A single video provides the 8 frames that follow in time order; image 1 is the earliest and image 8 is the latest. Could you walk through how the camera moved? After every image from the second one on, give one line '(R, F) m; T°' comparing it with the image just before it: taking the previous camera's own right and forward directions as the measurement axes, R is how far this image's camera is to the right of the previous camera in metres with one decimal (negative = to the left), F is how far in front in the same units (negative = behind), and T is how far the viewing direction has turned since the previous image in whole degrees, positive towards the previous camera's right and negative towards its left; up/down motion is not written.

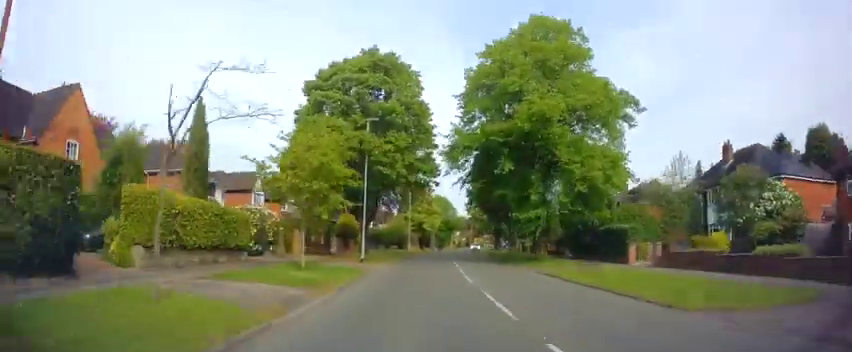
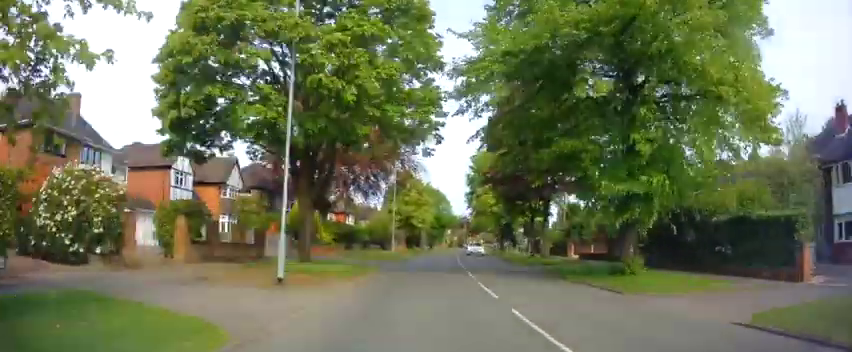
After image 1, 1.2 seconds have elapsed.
(+0.3, +14.7) m; +2°
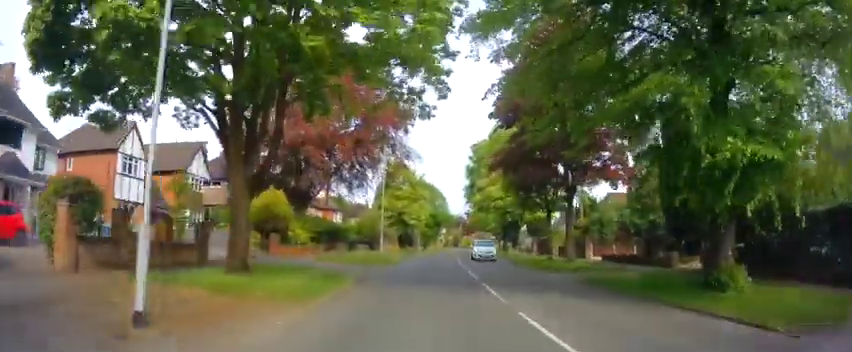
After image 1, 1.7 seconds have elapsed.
(0.0, +6.3) m; +1°
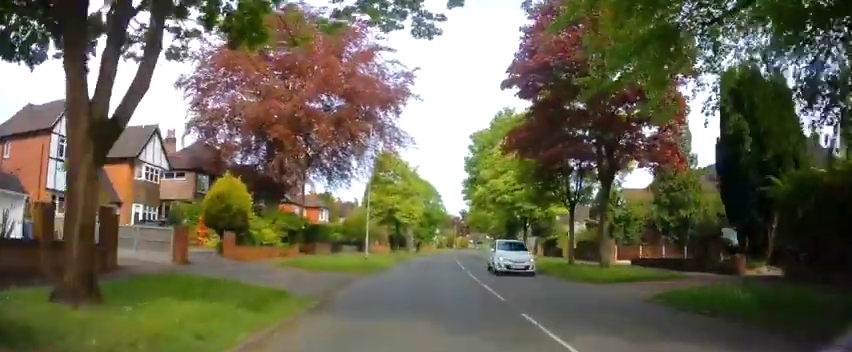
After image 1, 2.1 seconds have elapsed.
(-0.1, +5.8) m; +1°
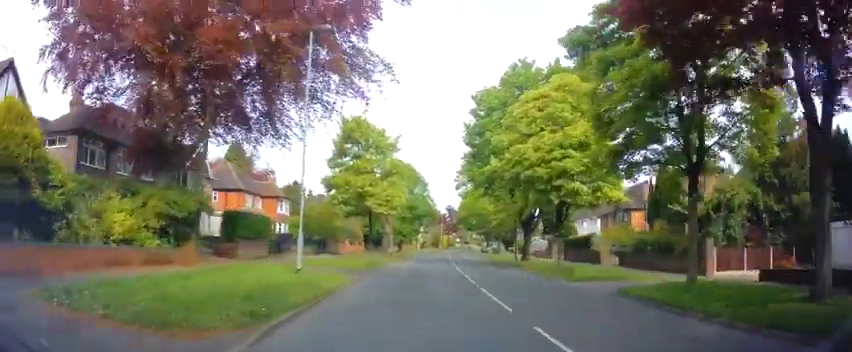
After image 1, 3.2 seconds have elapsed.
(+0.4, +12.8) m; +3°
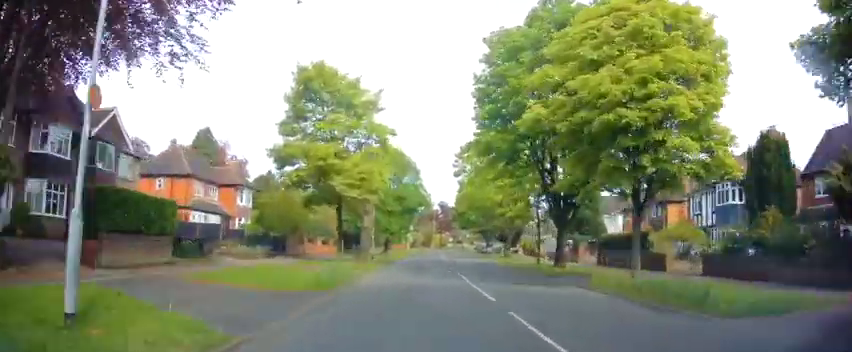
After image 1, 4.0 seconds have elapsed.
(+0.1, +10.1) m; +1°
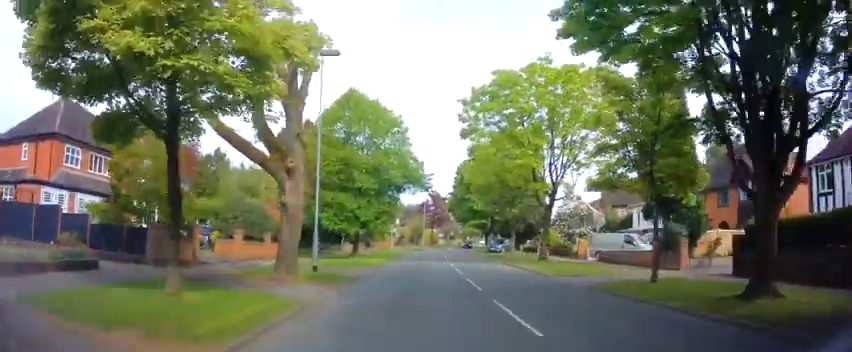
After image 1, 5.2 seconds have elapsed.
(+0.1, +15.9) m; +1°
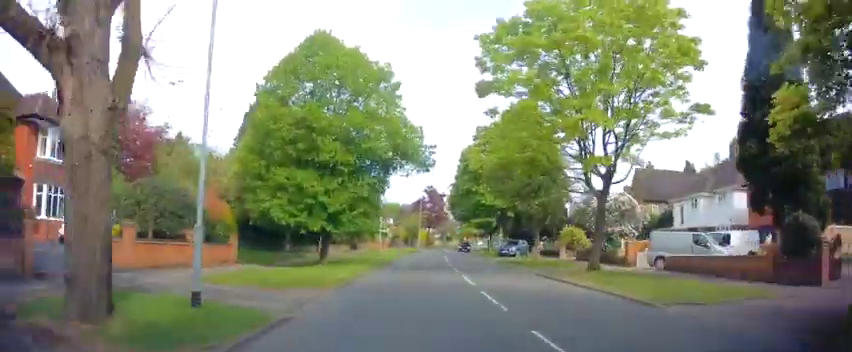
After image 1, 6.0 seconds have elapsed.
(+0.1, +9.0) m; 0°
